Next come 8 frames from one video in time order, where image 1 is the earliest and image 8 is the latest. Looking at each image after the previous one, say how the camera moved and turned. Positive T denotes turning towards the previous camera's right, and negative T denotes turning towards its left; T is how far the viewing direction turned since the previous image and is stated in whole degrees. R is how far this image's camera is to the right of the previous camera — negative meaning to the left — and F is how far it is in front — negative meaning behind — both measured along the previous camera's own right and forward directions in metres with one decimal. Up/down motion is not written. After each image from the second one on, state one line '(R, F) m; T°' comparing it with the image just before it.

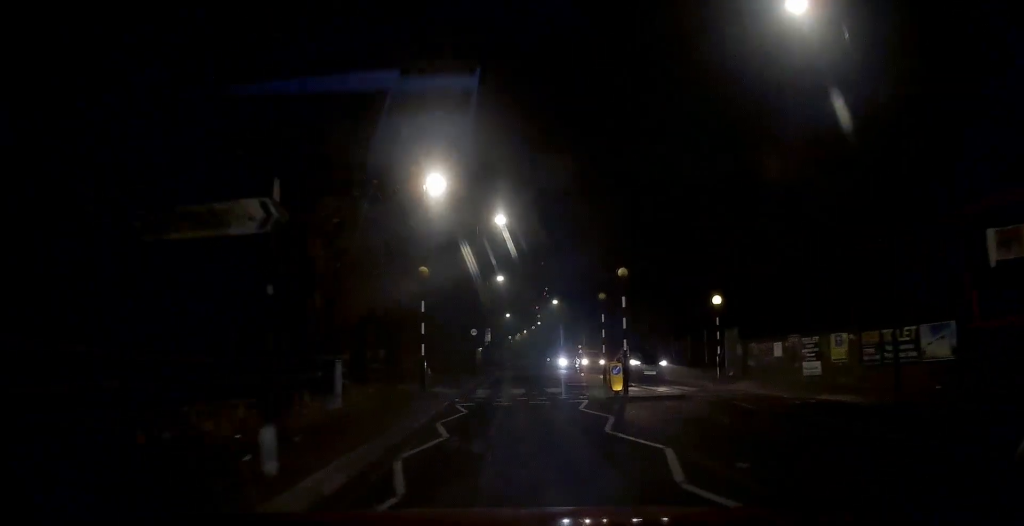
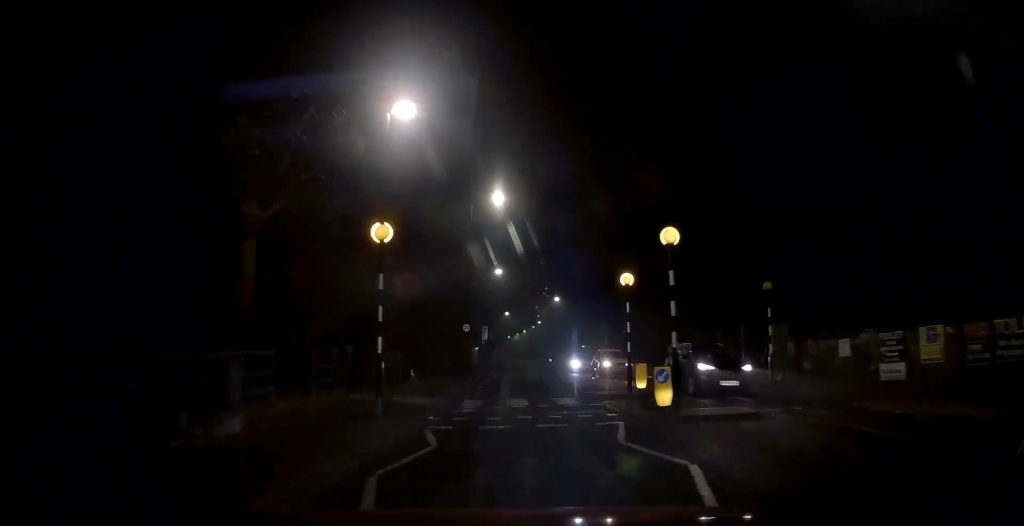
(-0.1, +5.2) m; 0°
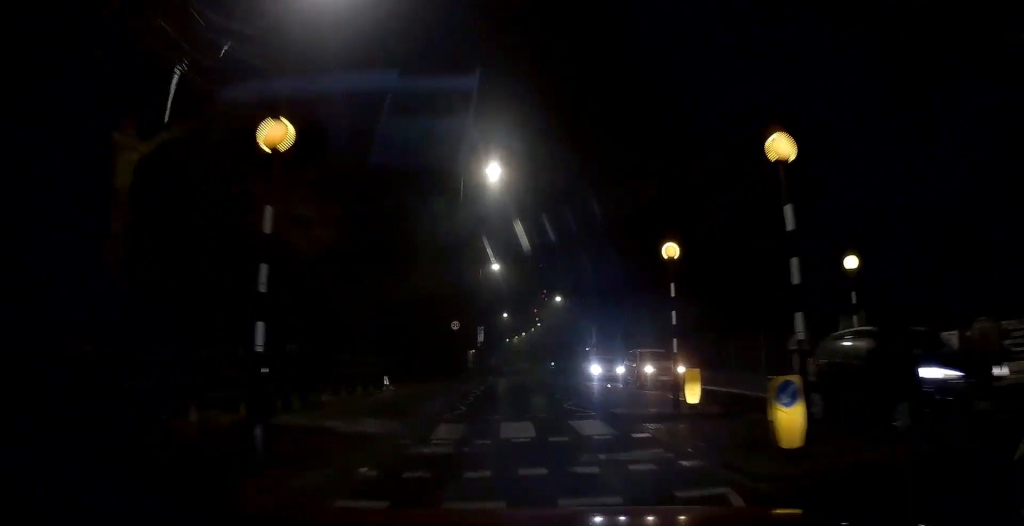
(-0.1, +5.3) m; 0°
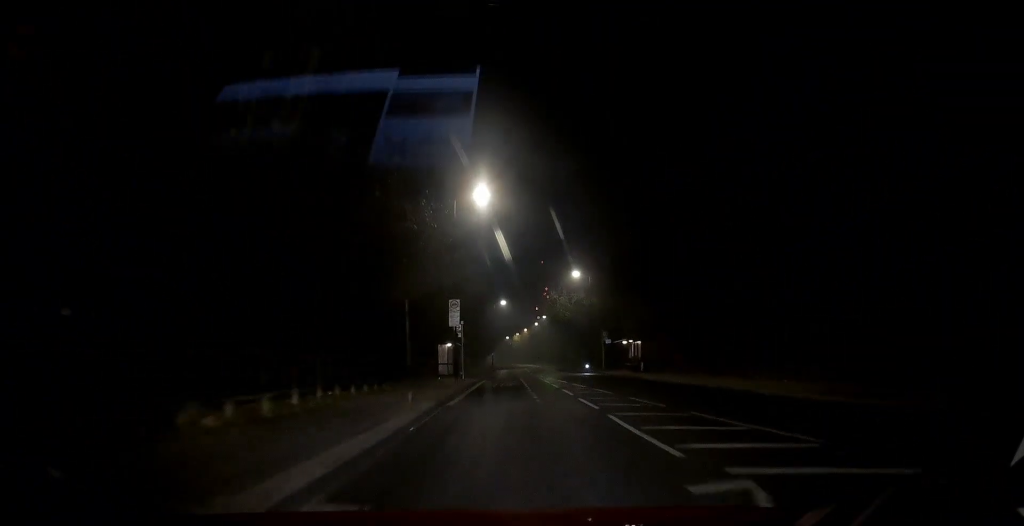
(+0.7, +24.3) m; +2°
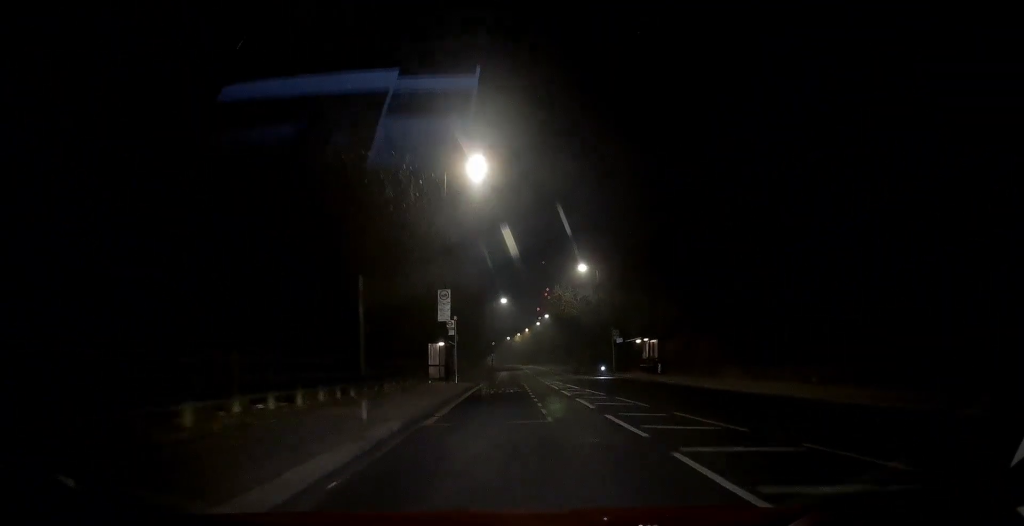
(0.0, +5.1) m; 0°
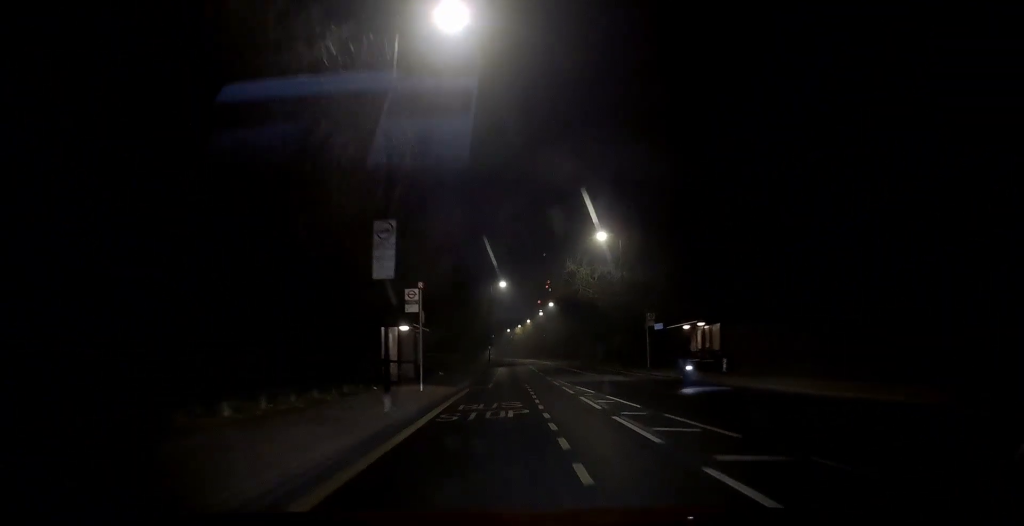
(+0.1, +12.9) m; 0°
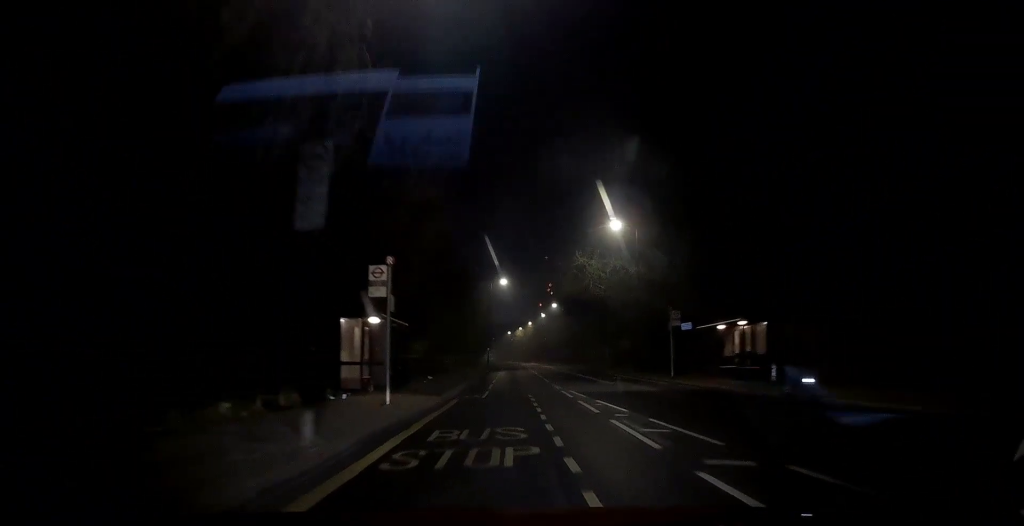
(0.0, +5.6) m; 0°
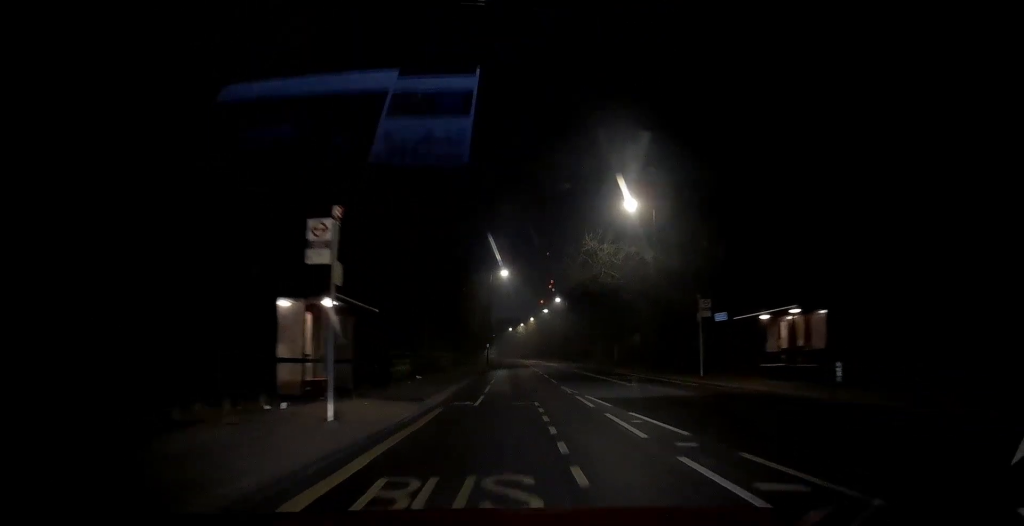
(0.0, +4.9) m; -1°
